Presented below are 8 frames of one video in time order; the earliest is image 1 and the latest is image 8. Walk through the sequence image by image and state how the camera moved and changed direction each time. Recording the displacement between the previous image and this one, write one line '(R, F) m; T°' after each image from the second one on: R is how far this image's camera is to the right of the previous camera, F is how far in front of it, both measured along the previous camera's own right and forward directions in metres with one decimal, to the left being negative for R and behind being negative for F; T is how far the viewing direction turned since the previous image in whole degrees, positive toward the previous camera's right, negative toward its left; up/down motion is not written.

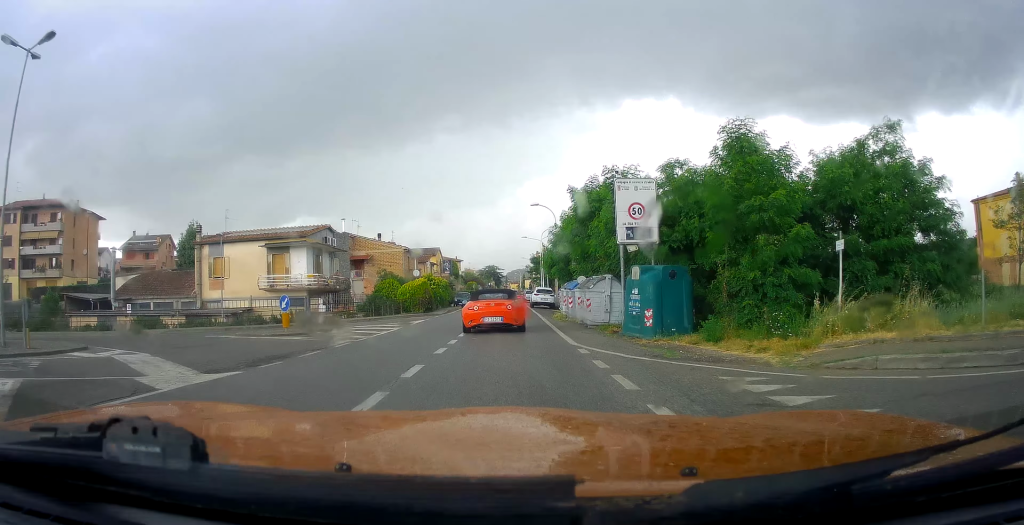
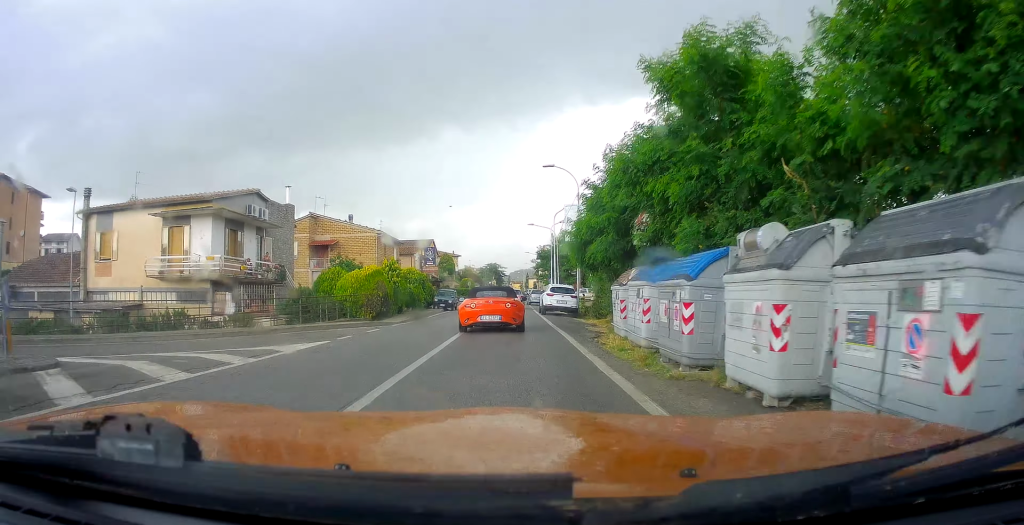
(-0.1, +15.1) m; -2°
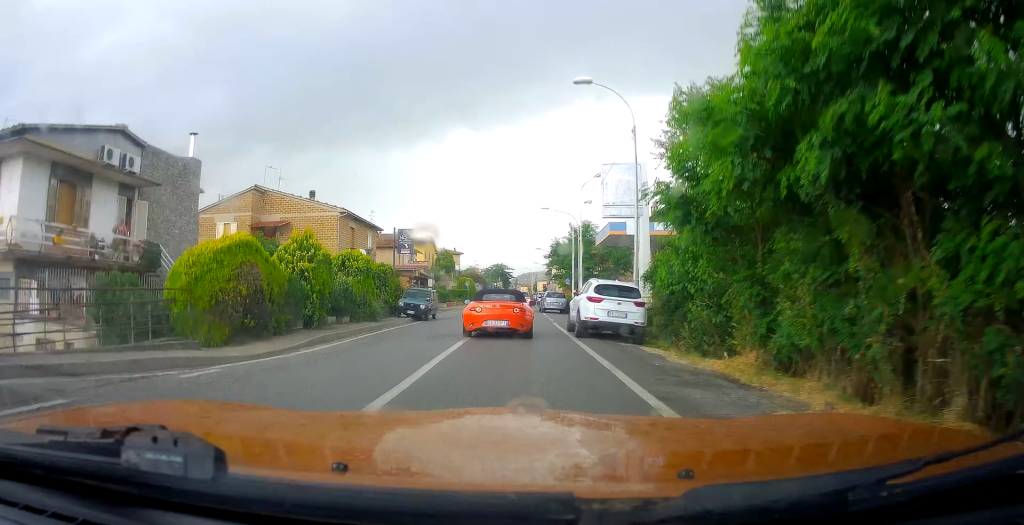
(-0.2, +14.6) m; +1°
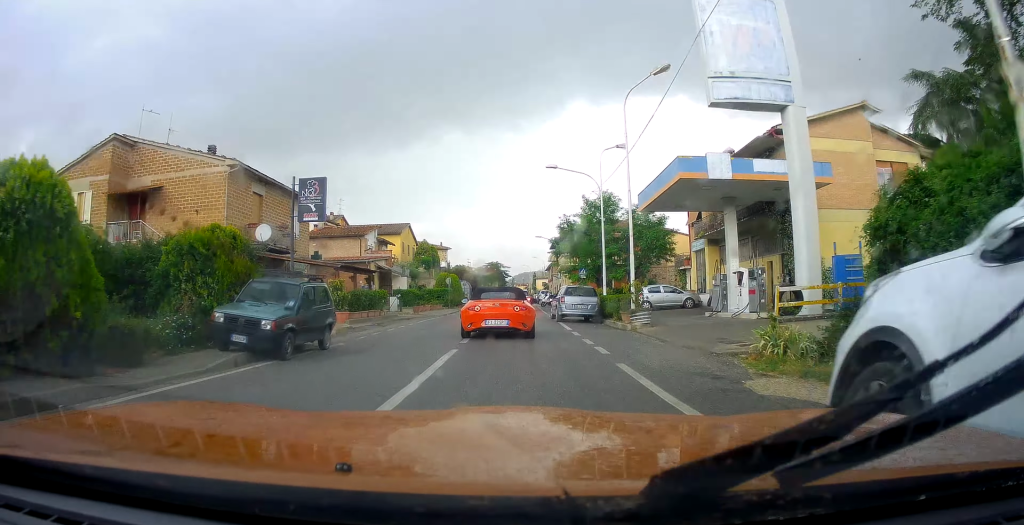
(+0.4, +16.7) m; +1°
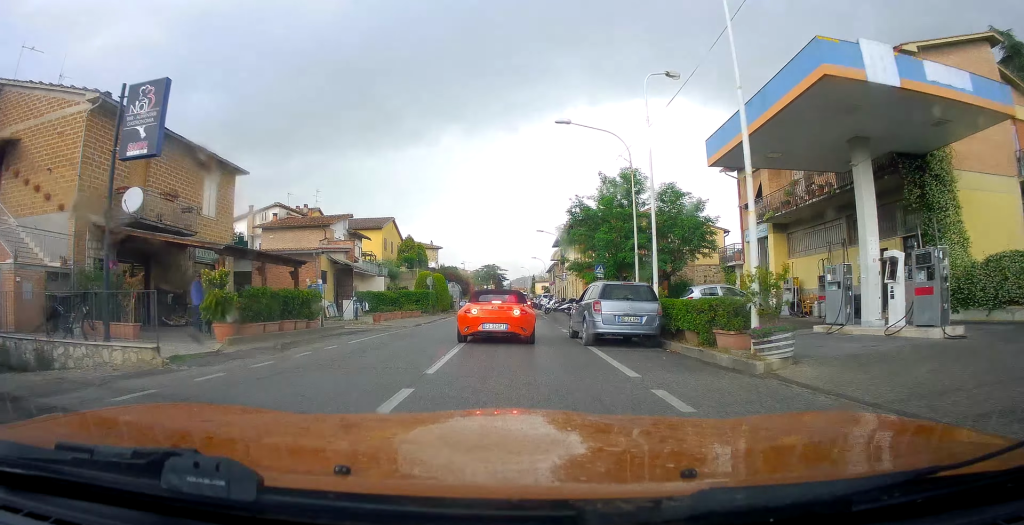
(-0.1, +10.0) m; +1°
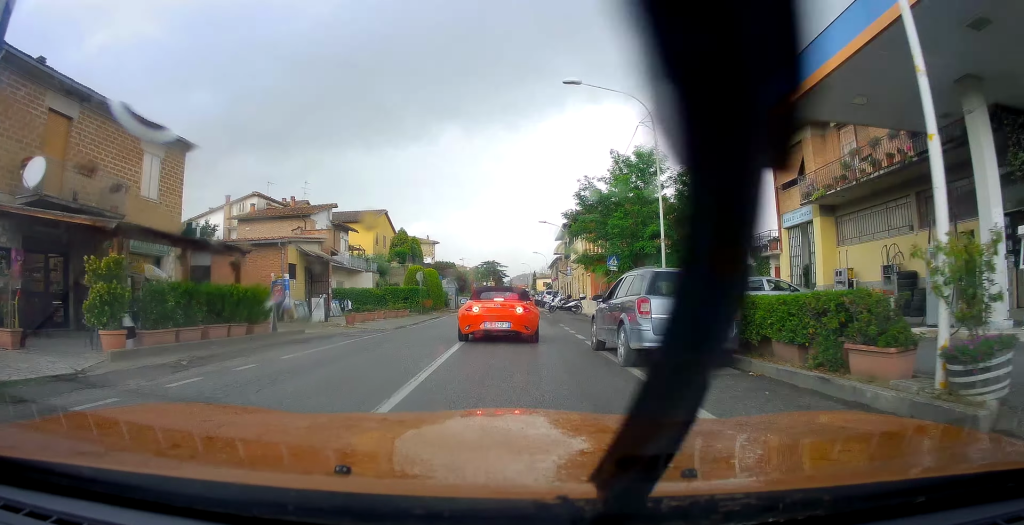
(-0.1, +4.5) m; 0°
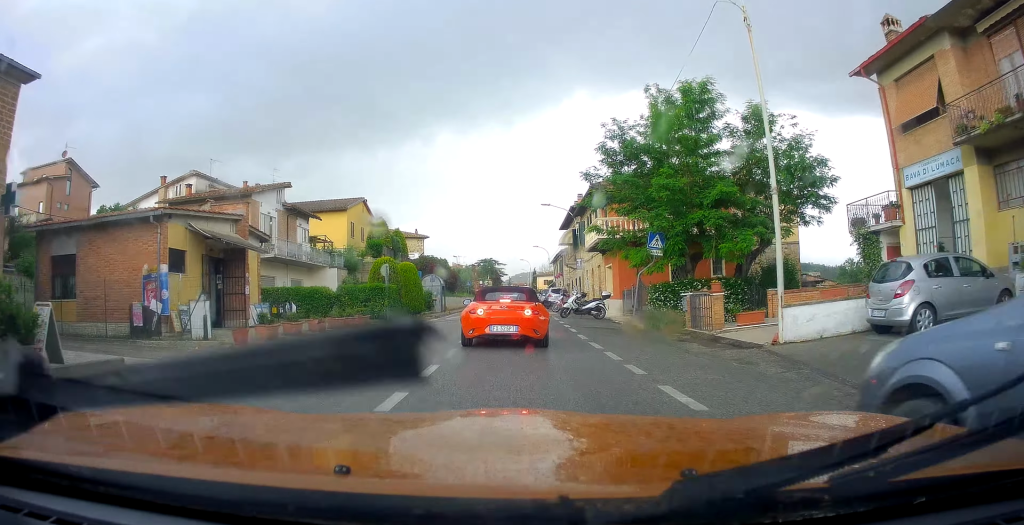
(+0.2, +9.8) m; -2°
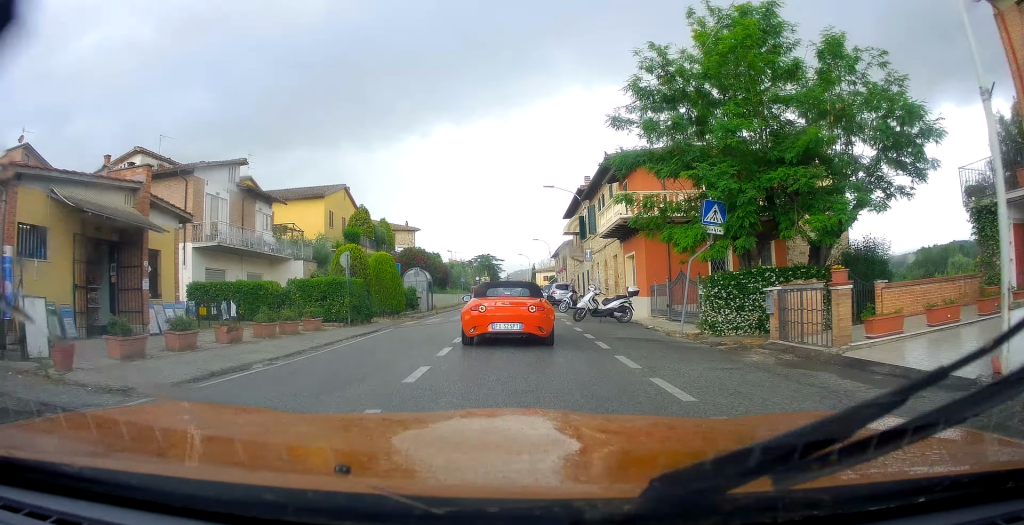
(-0.6, +6.5) m; -1°
